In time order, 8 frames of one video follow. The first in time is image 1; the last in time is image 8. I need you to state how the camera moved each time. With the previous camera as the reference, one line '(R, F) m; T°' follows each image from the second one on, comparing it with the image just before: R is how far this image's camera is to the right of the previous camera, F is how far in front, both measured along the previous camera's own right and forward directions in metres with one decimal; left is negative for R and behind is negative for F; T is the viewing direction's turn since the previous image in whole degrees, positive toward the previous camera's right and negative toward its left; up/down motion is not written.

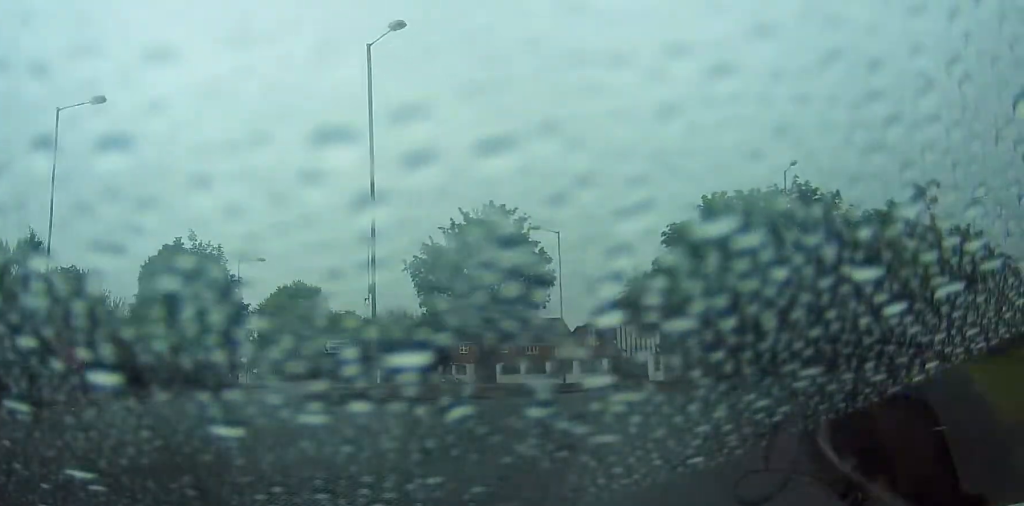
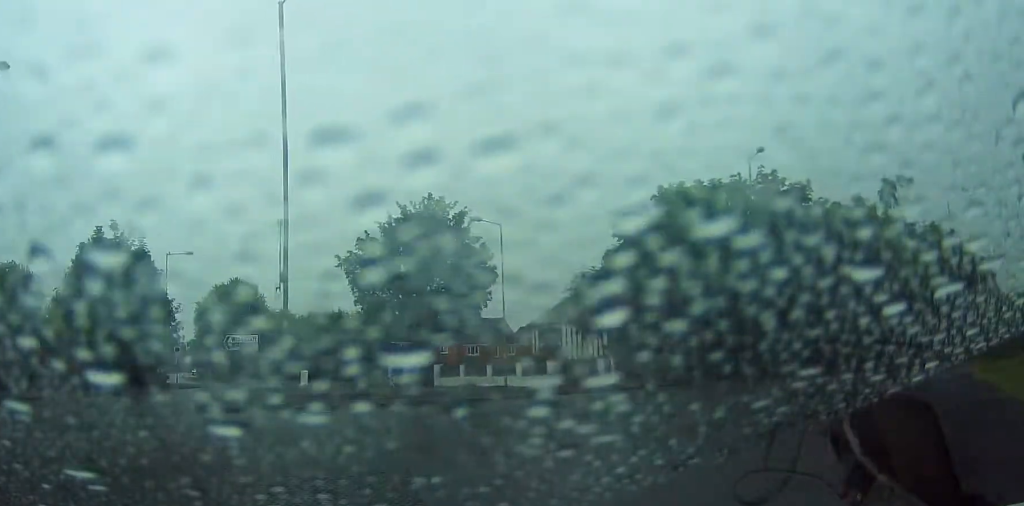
(+0.2, +3.2) m; +9°
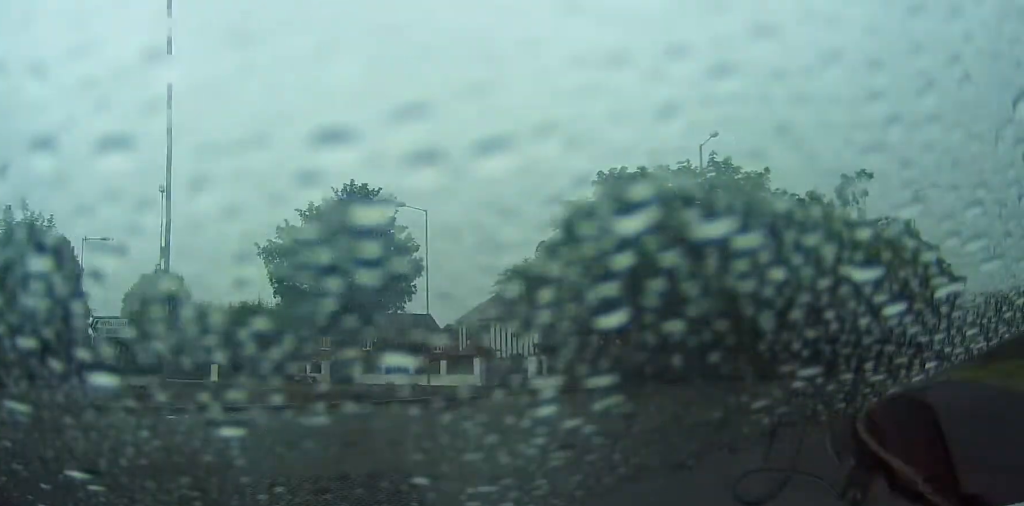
(-0.2, +3.2) m; +9°
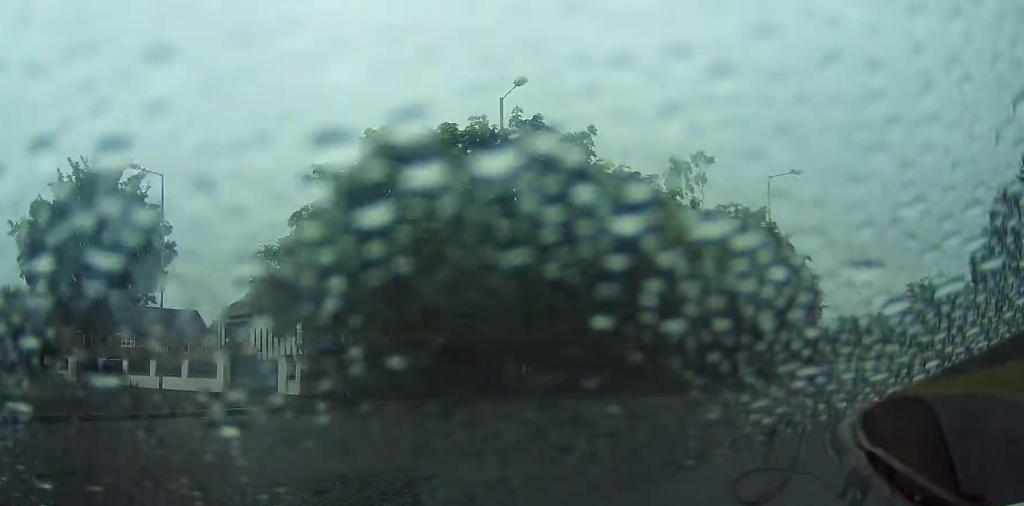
(+2.1, +7.3) m; +21°
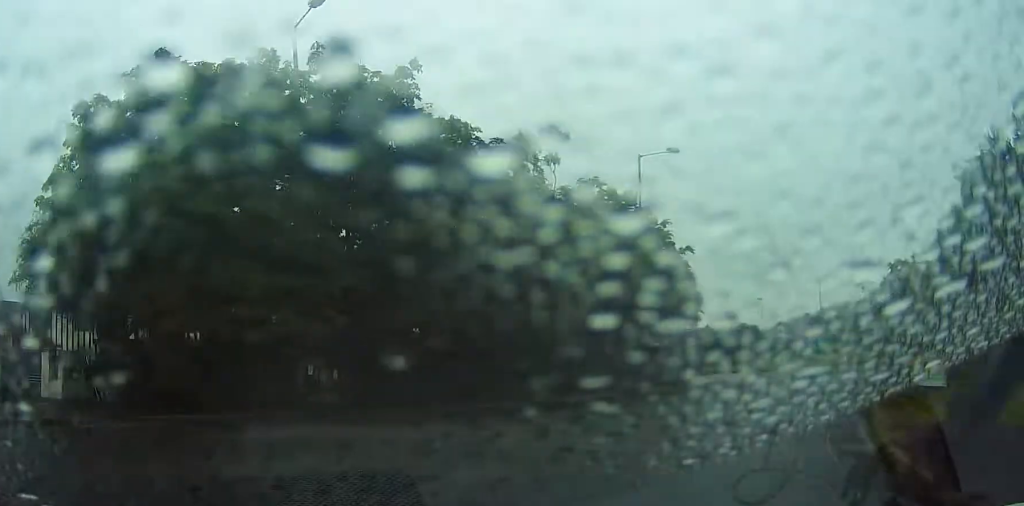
(+0.8, +7.3) m; +6°
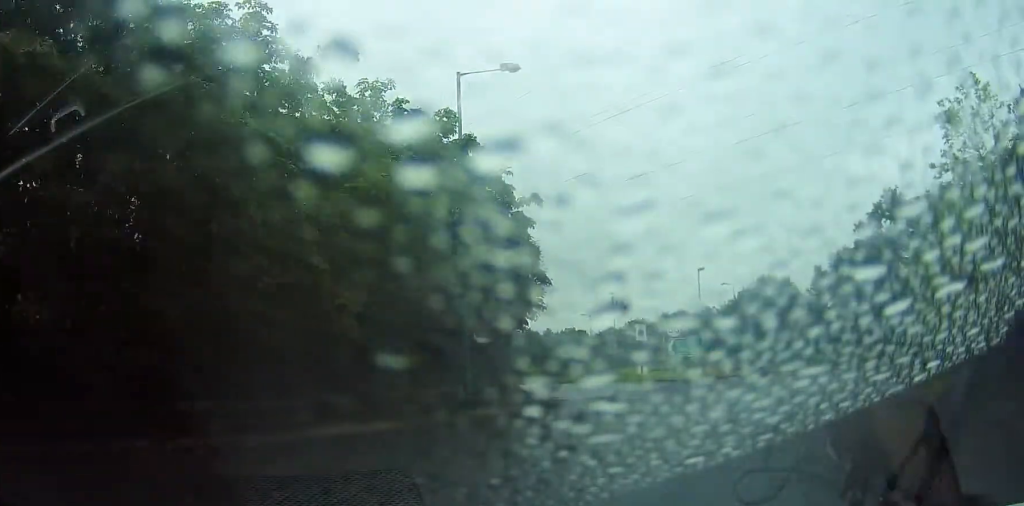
(+0.1, +11.8) m; +1°
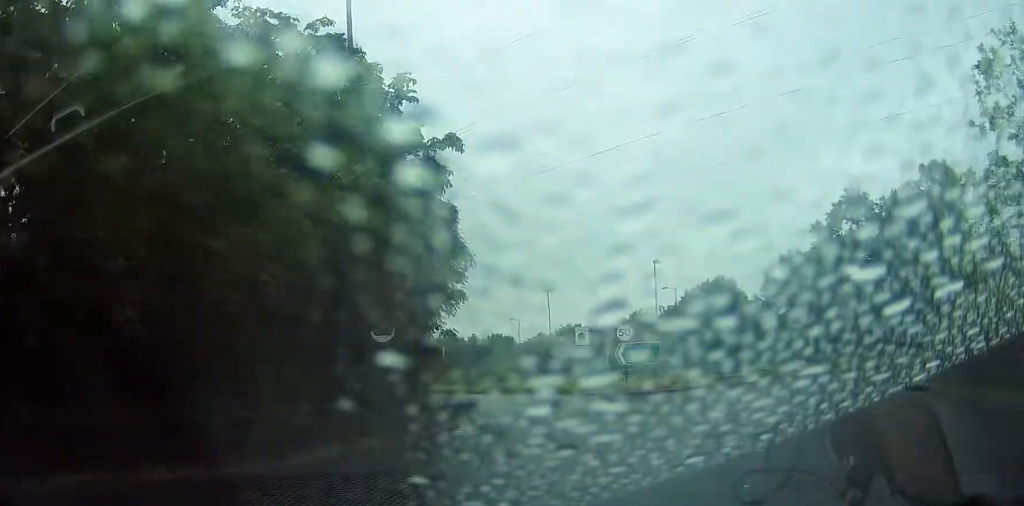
(0.0, +6.7) m; 0°
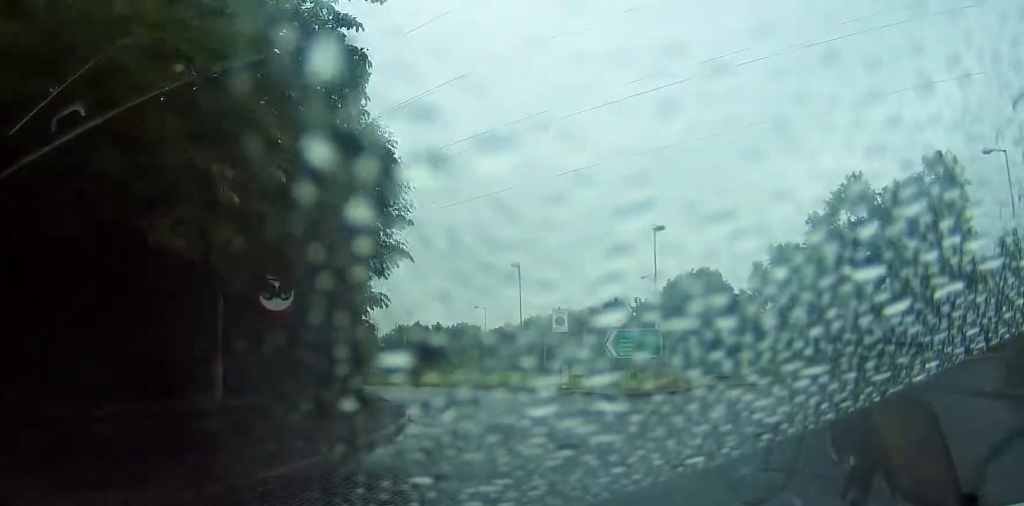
(0.0, +6.8) m; 0°
